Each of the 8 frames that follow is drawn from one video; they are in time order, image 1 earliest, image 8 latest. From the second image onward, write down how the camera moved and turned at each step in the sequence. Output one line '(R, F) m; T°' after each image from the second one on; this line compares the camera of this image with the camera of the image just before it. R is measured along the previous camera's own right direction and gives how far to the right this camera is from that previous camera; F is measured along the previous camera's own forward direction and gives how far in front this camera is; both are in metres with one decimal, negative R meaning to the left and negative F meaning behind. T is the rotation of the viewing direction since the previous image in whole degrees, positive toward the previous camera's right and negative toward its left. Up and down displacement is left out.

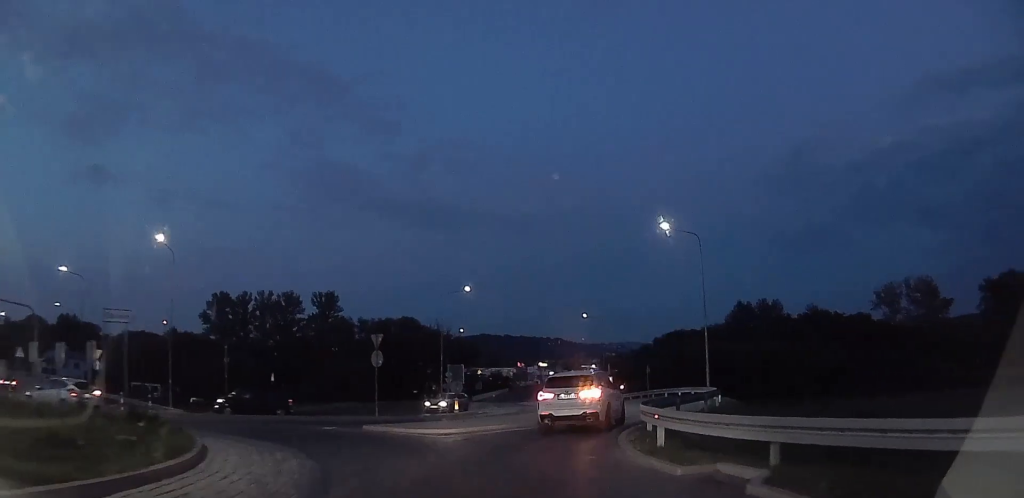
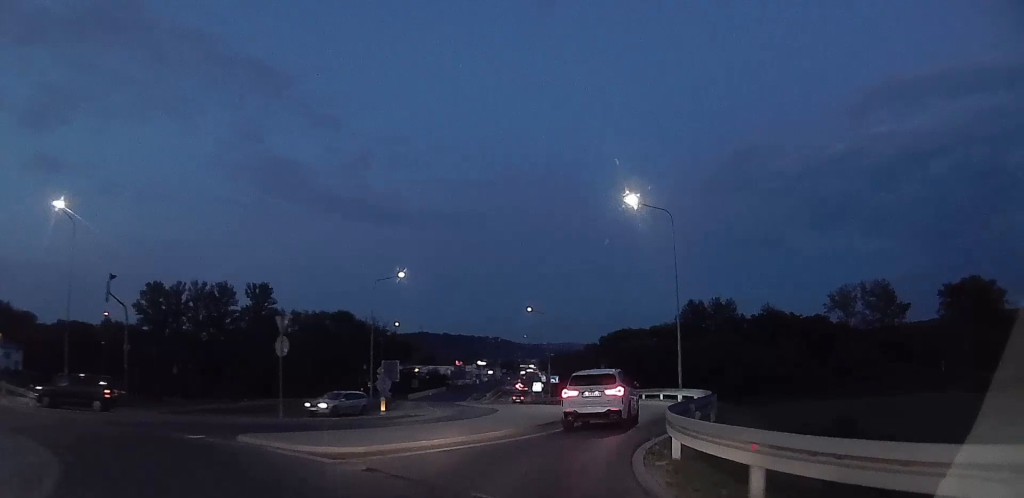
(+0.1, +6.3) m; +6°
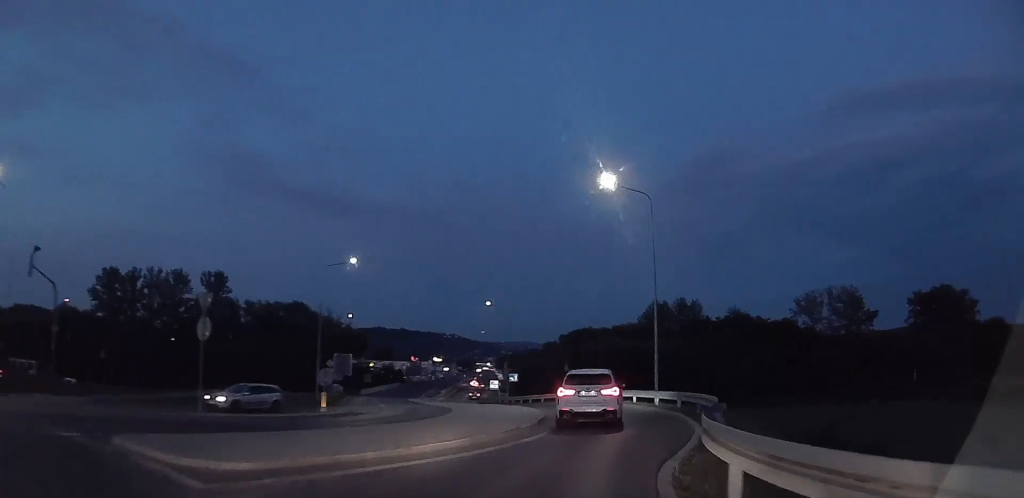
(+0.1, +3.7) m; +5°
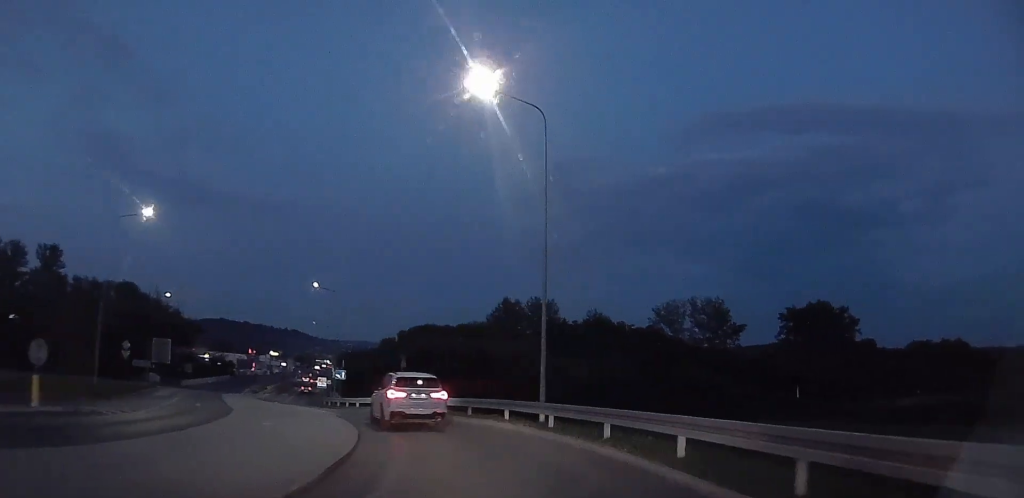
(+1.3, +11.5) m; +9°
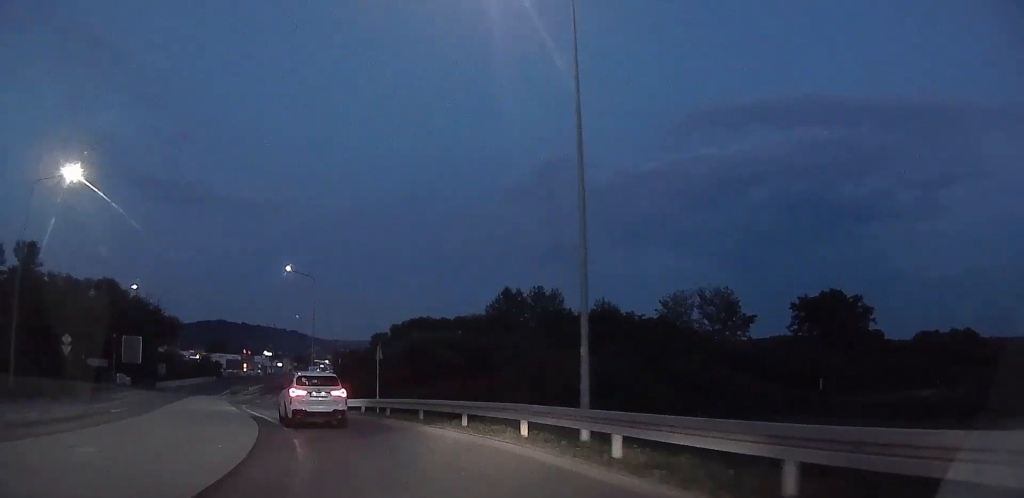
(0.0, +8.6) m; 0°
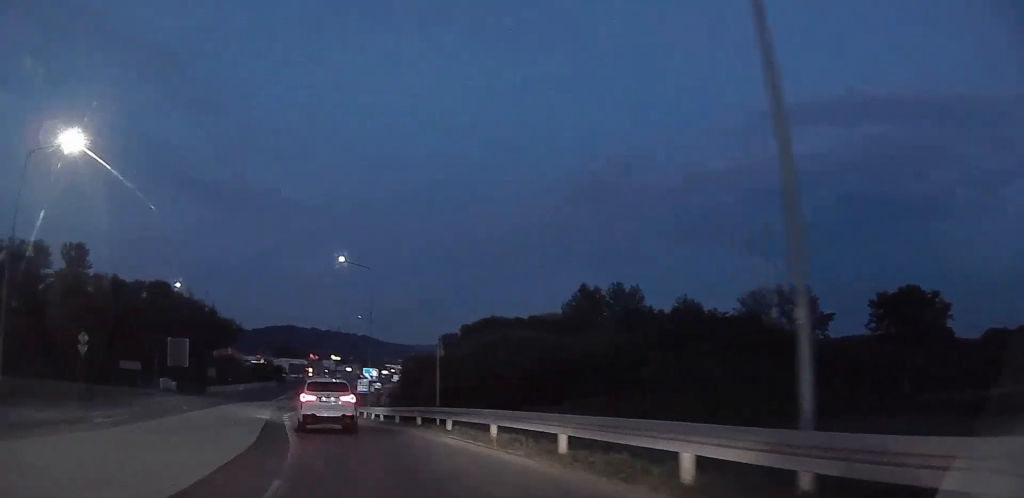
(0.0, +6.2) m; -4°
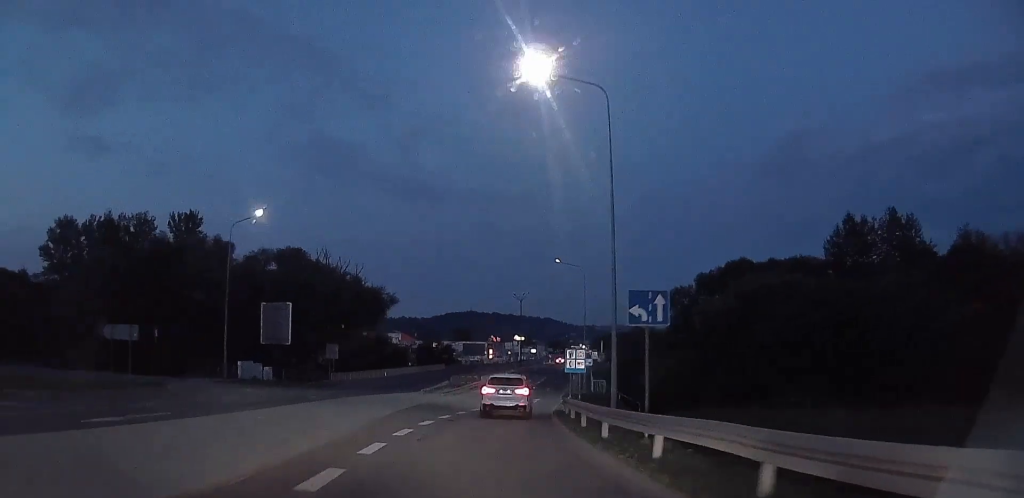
(-4.2, +27.4) m; -11°
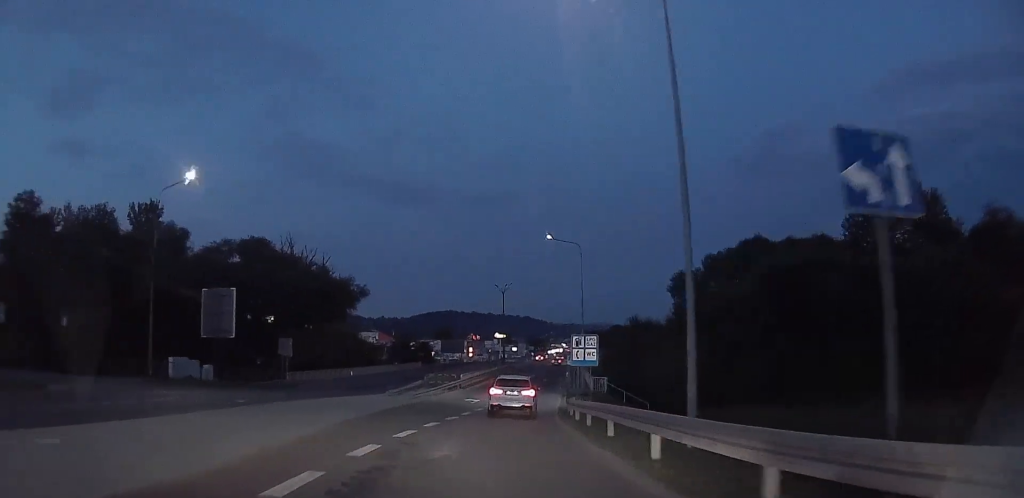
(-0.1, +8.5) m; +2°
